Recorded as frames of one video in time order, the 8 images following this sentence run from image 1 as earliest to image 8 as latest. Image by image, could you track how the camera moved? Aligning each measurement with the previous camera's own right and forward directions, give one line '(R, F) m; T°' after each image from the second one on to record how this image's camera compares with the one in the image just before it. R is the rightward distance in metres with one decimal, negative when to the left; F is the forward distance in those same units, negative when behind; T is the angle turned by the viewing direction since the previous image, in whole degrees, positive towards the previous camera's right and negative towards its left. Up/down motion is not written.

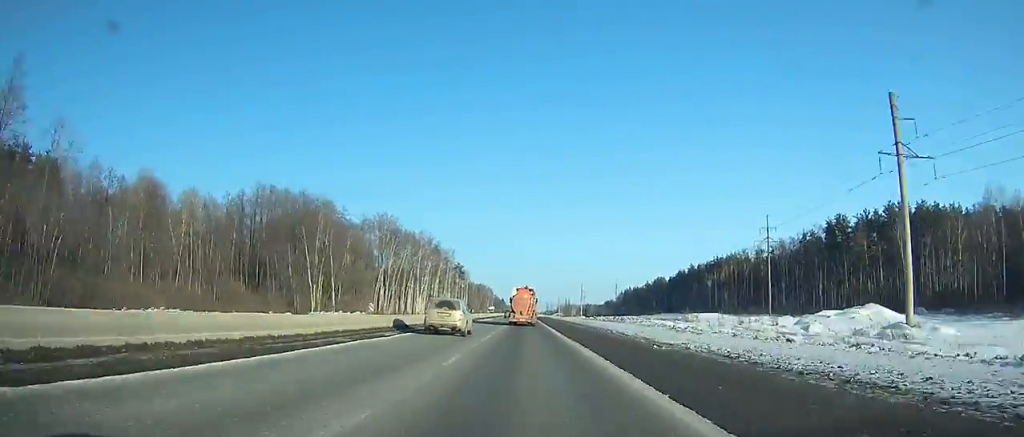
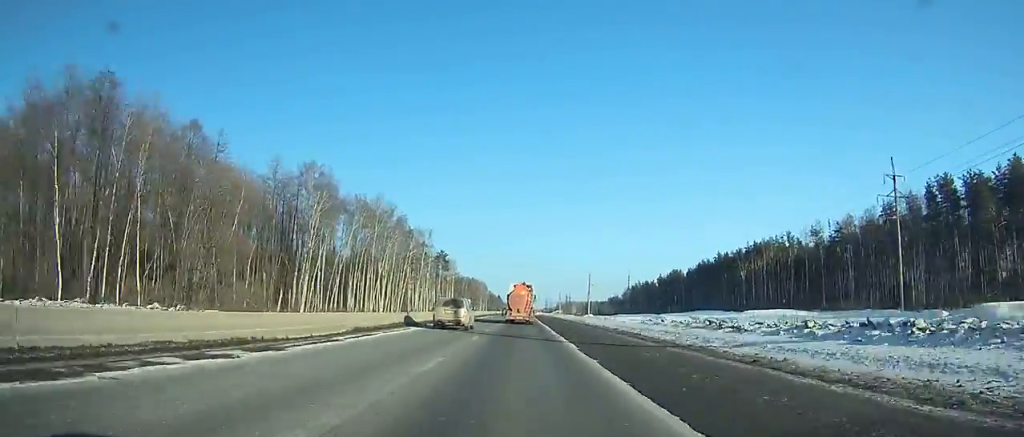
(0.0, +50.3) m; 0°
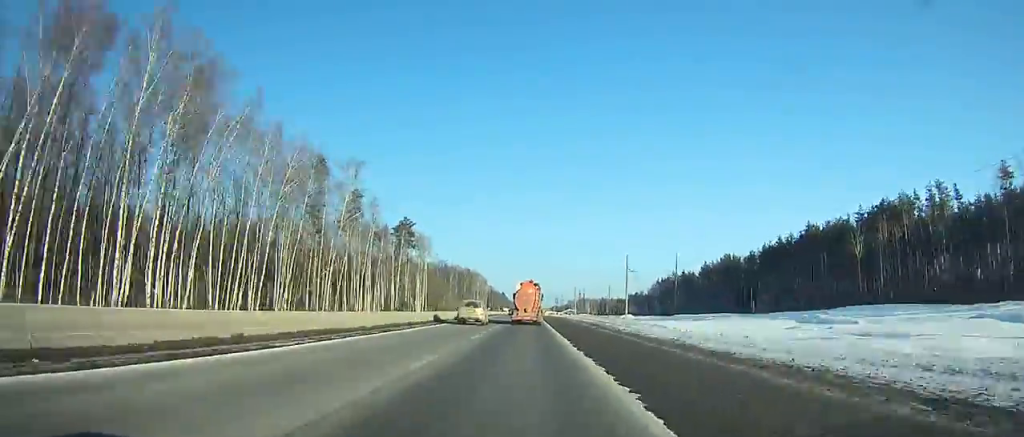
(+0.1, +88.9) m; 0°
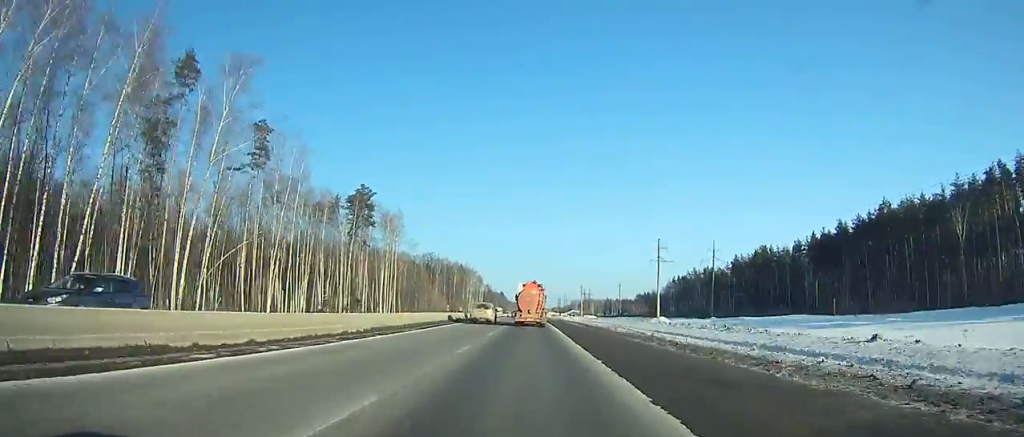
(-0.1, +44.5) m; 0°
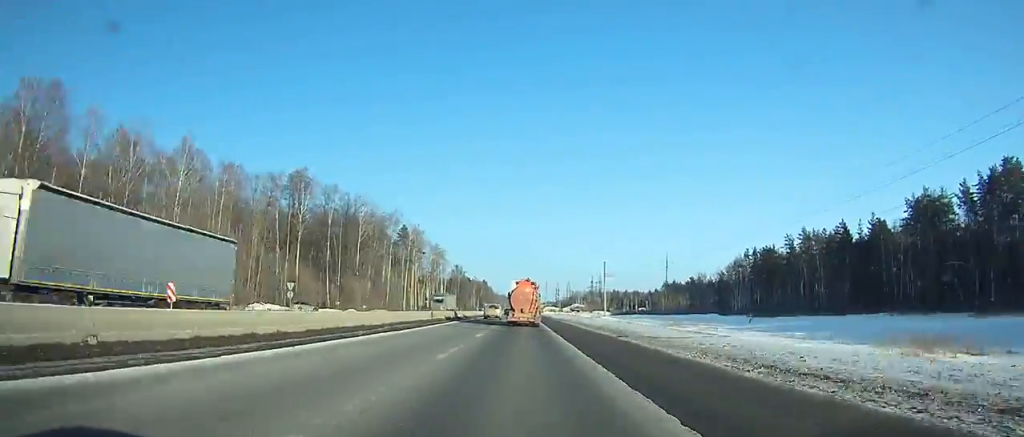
(+0.5, +134.4) m; 0°
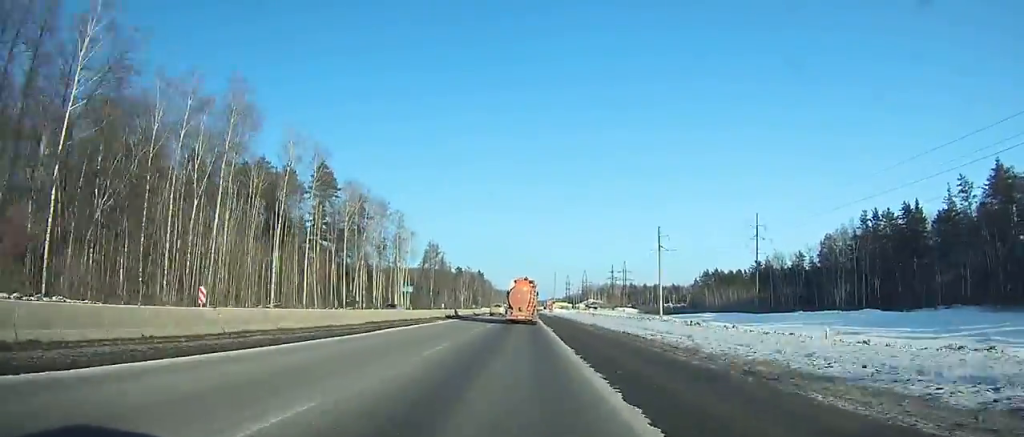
(-0.2, +79.3) m; 0°
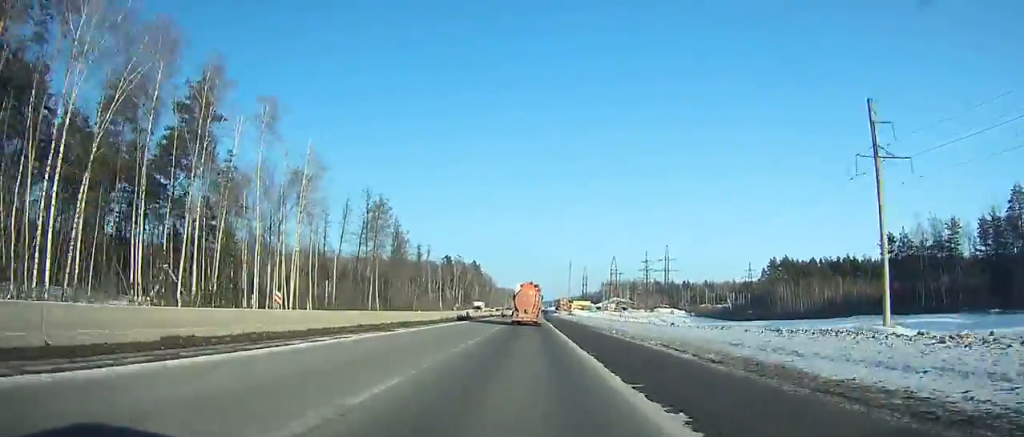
(-0.3, +79.7) m; 0°
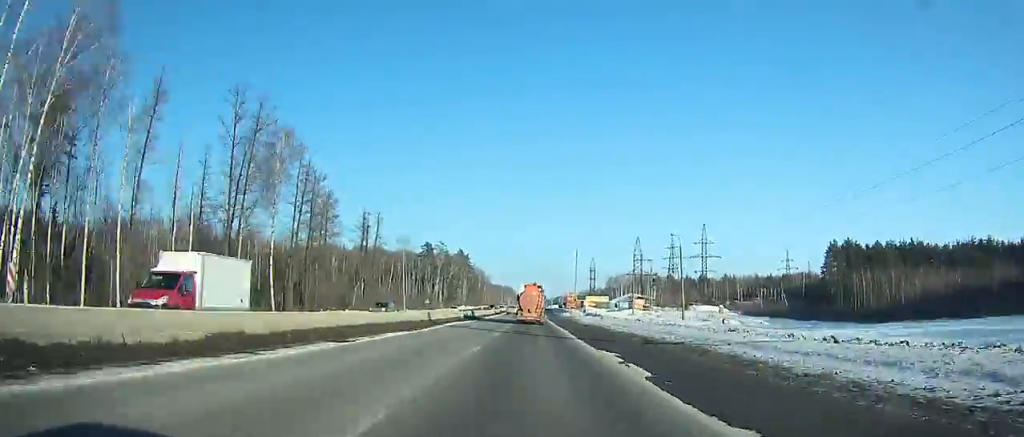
(0.0, +52.4) m; 0°
